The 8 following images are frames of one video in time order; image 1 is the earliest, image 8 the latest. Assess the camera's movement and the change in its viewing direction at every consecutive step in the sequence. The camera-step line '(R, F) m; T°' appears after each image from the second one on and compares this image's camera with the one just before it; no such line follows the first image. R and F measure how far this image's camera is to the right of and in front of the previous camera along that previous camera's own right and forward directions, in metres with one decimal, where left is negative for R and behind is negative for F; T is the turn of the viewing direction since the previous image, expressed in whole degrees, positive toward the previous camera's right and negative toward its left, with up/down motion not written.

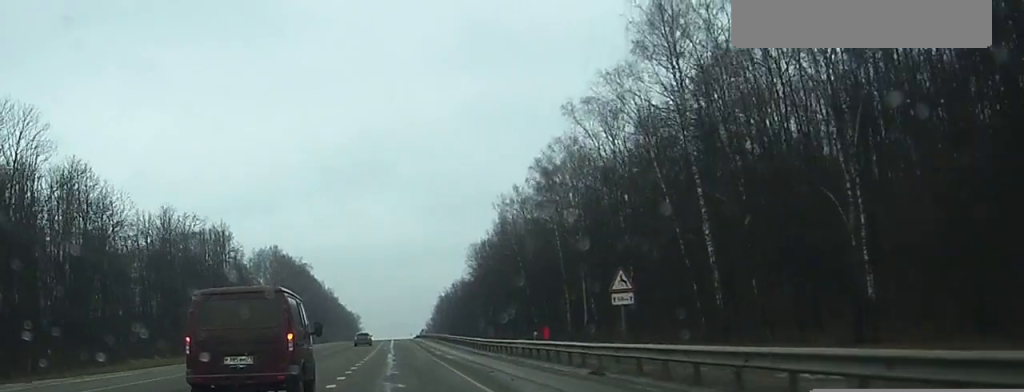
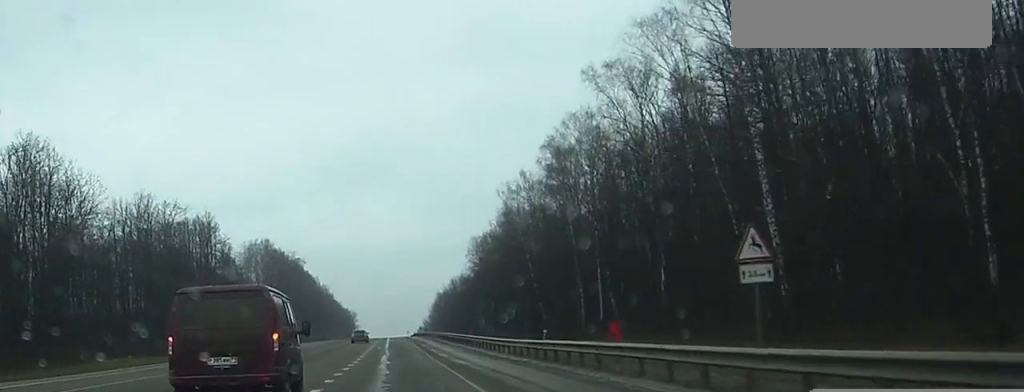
(0.0, +10.8) m; 0°
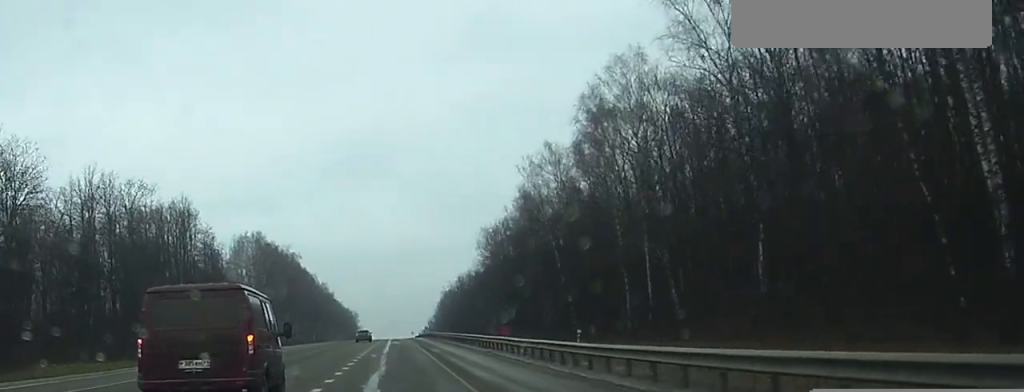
(-0.1, +19.4) m; -1°
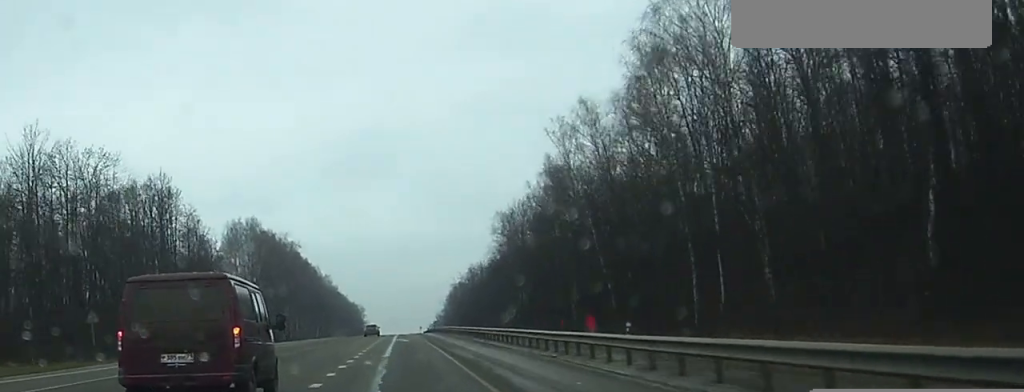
(-0.1, +17.5) m; 0°
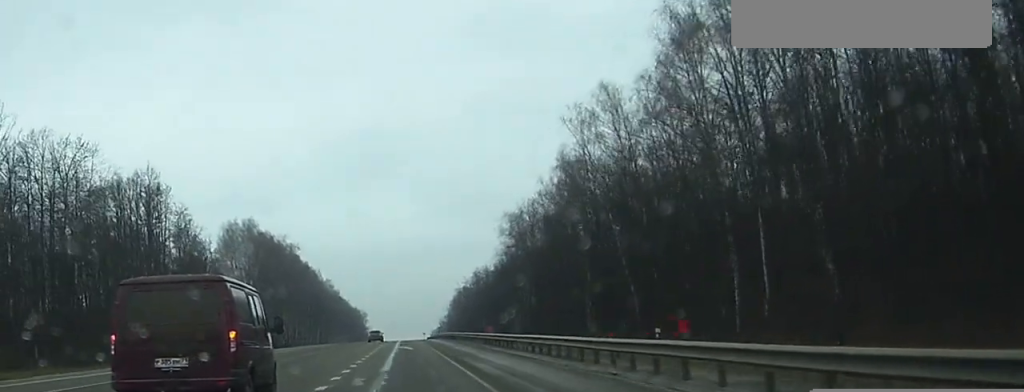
(0.0, +8.0) m; 0°
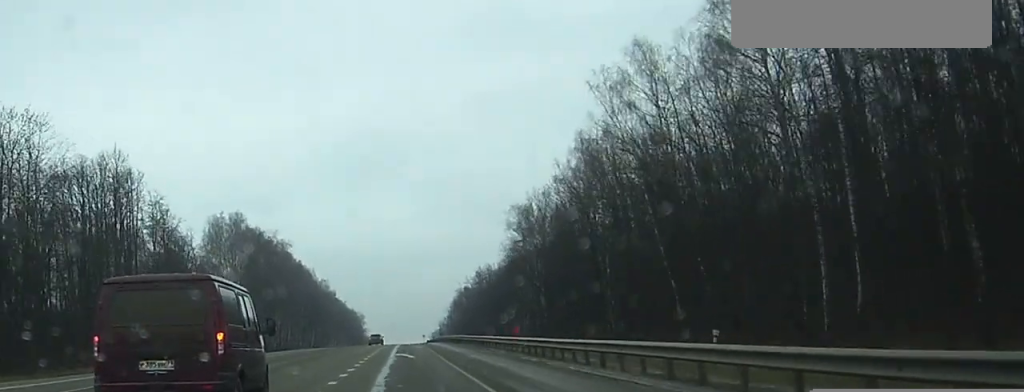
(0.0, +13.0) m; 0°
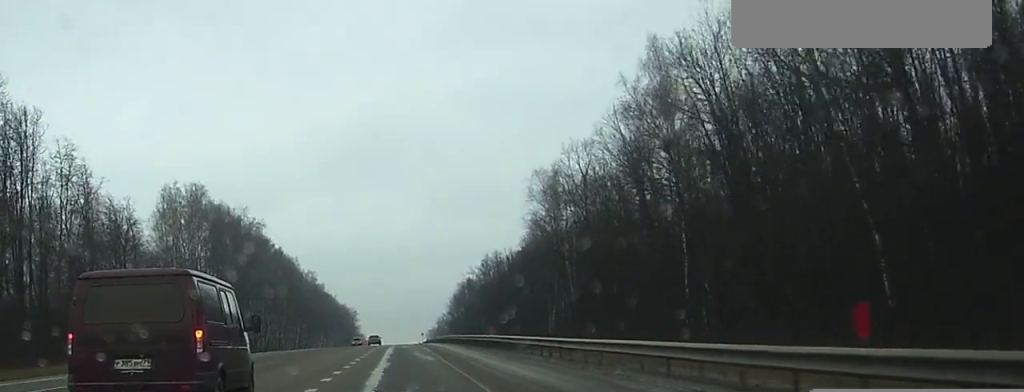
(+0.2, +32.4) m; 0°
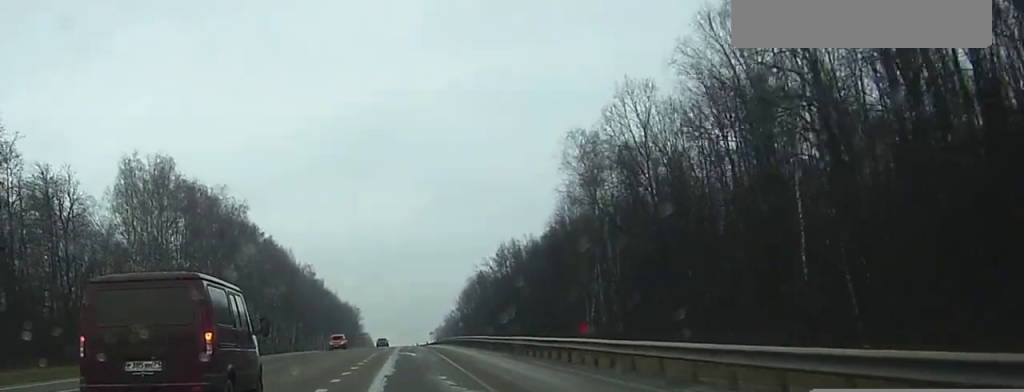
(-0.2, +23.7) m; 0°
